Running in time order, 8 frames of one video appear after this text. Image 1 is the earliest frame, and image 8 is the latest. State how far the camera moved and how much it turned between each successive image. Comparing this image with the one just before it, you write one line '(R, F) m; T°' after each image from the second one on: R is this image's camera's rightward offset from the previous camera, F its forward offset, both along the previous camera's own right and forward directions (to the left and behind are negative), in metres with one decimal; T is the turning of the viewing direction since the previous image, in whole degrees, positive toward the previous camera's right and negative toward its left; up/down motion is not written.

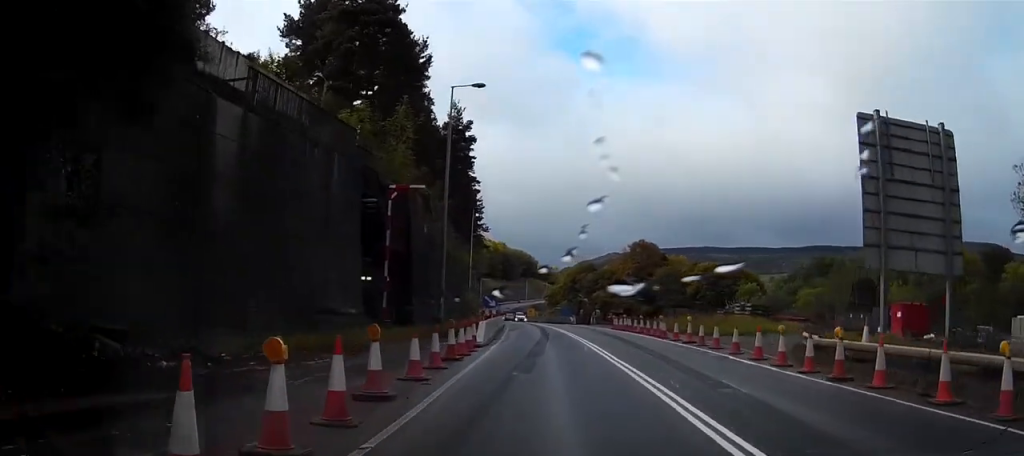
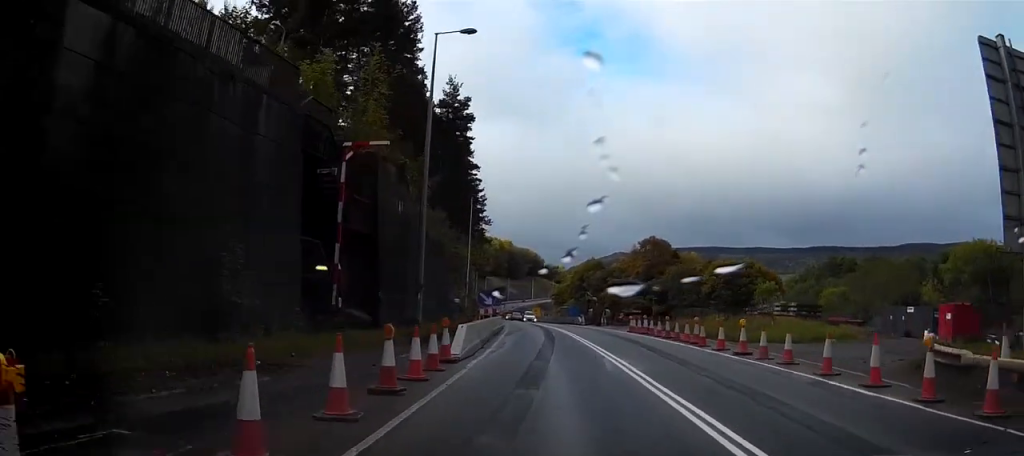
(-0.1, +7.6) m; 0°
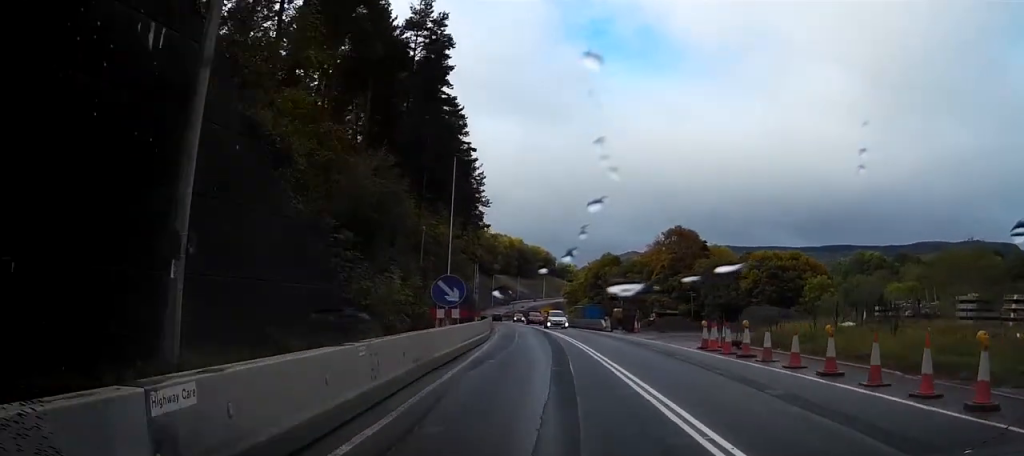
(-0.2, +19.8) m; -2°
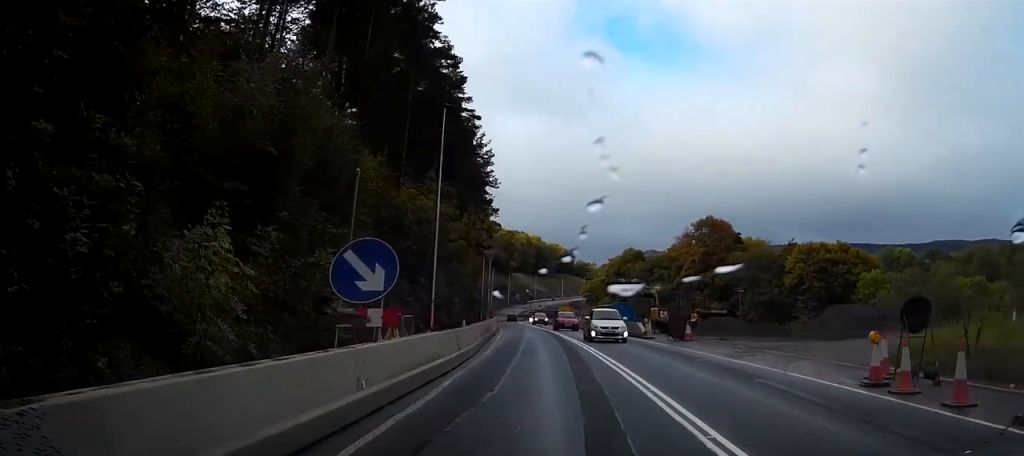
(-0.2, +13.2) m; -2°
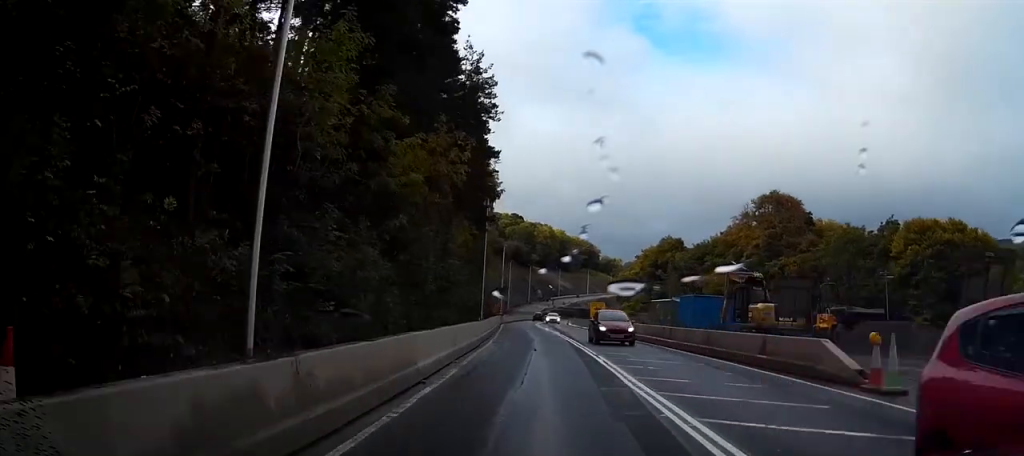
(-0.7, +26.1) m; -2°
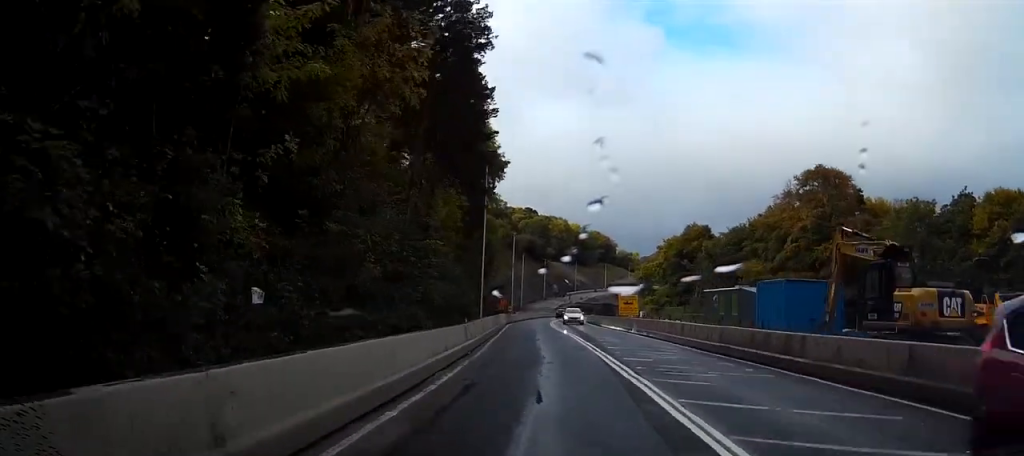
(-0.1, +14.1) m; -1°
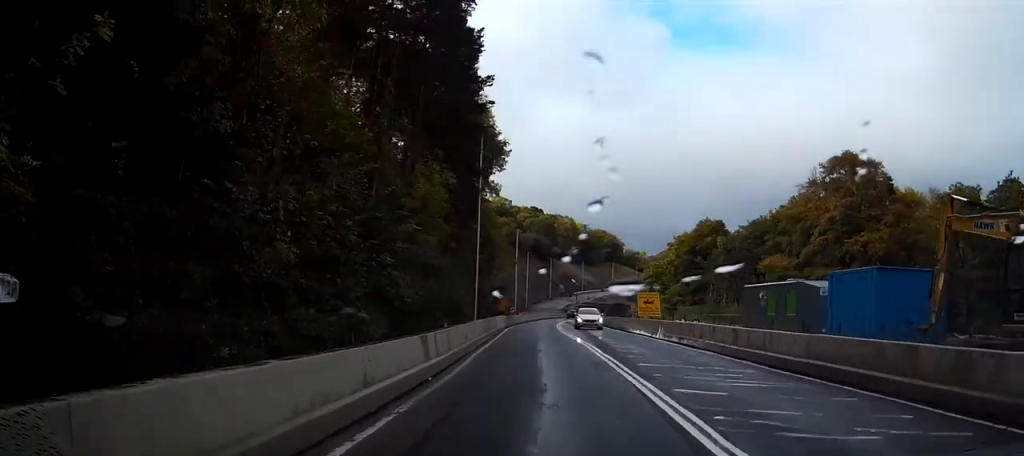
(-0.1, +7.9) m; -1°
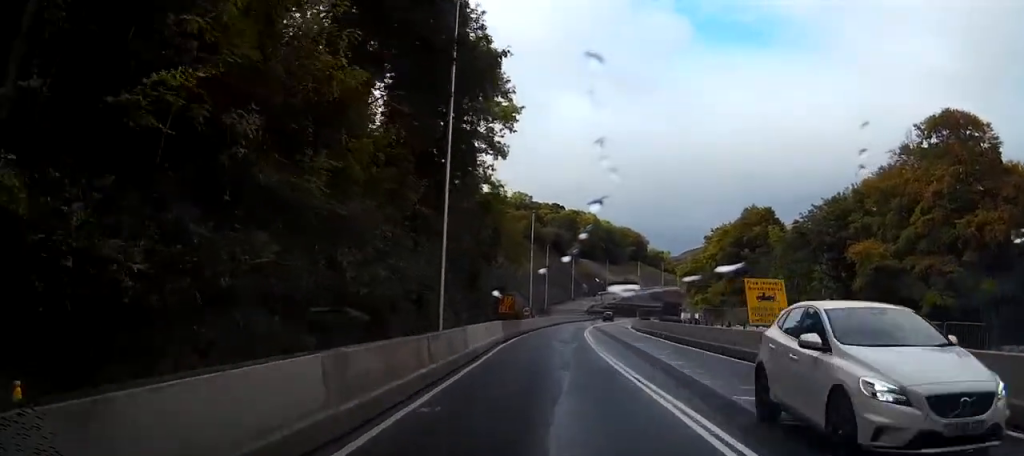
(-0.3, +20.8) m; -1°
